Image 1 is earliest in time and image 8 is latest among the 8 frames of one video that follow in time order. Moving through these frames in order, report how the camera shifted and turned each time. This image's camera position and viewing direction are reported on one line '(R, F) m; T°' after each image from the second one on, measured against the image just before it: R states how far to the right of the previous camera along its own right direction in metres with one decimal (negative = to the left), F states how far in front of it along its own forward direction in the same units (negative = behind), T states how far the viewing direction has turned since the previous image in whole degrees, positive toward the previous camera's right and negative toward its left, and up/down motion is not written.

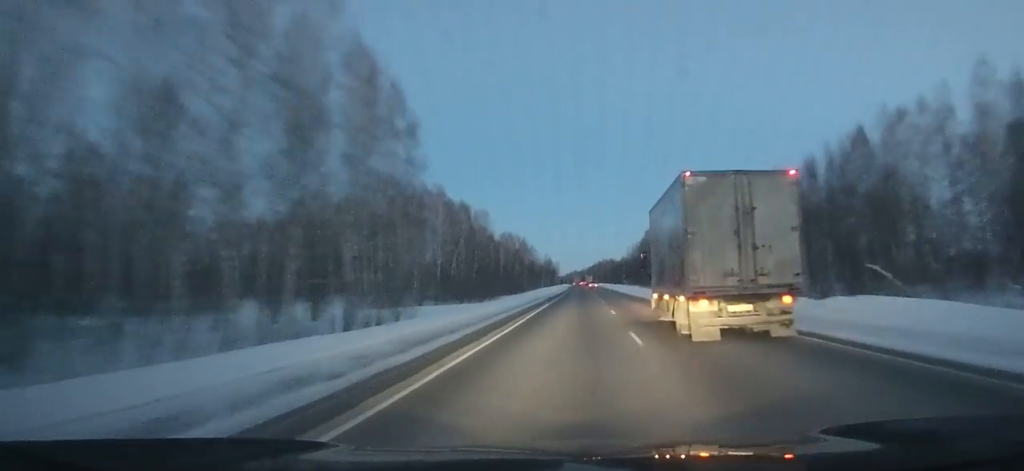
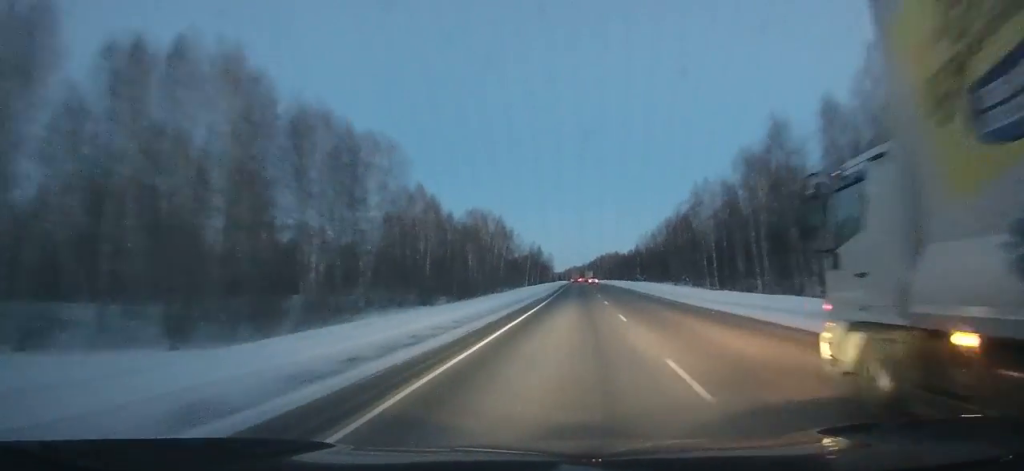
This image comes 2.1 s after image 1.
(-0.4, +65.2) m; 0°
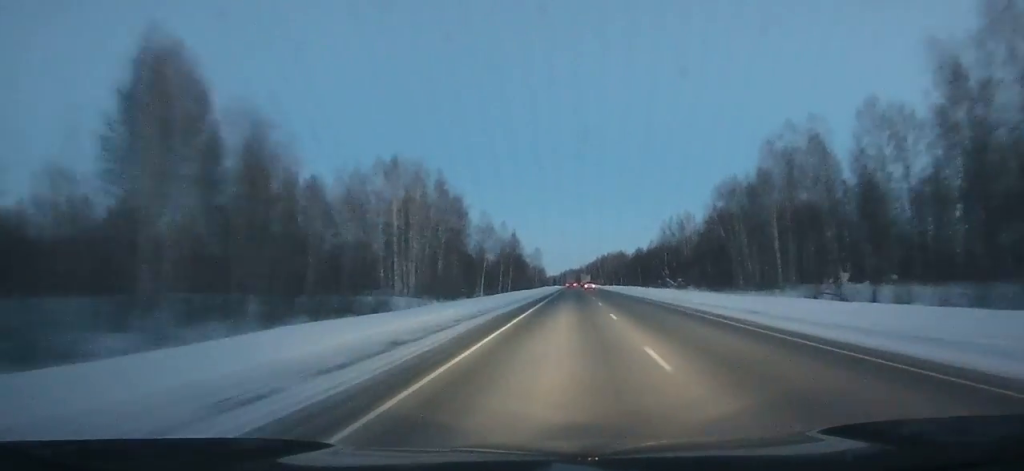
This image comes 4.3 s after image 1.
(-0.2, +68.0) m; 0°
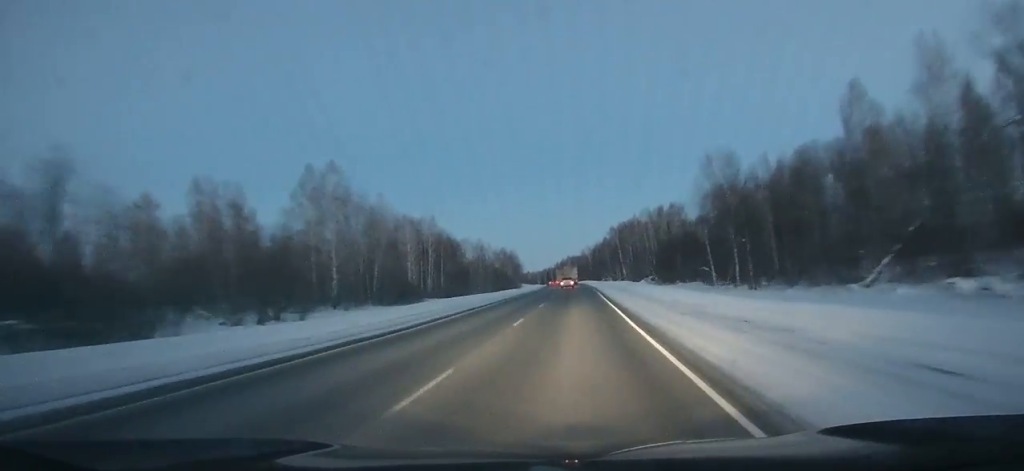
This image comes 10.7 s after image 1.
(-0.4, +186.8) m; -1°
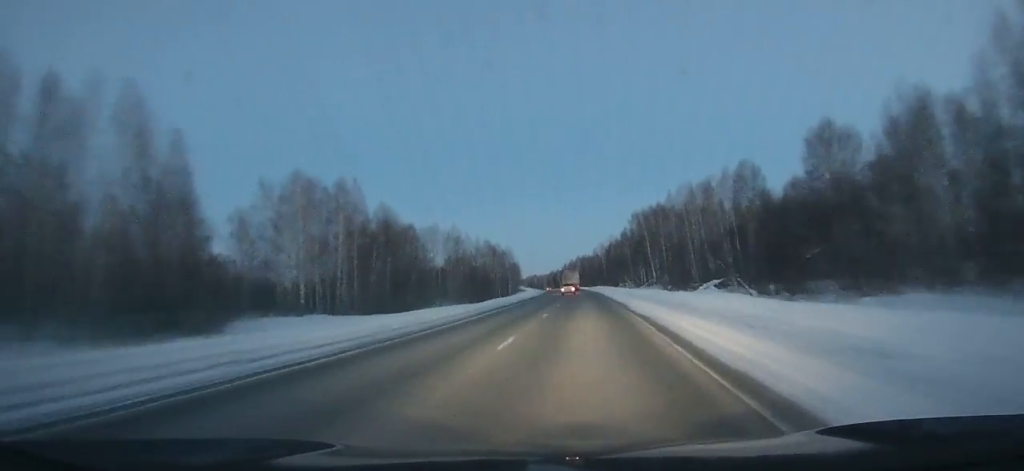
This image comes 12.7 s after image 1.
(-0.6, +55.5) m; -1°
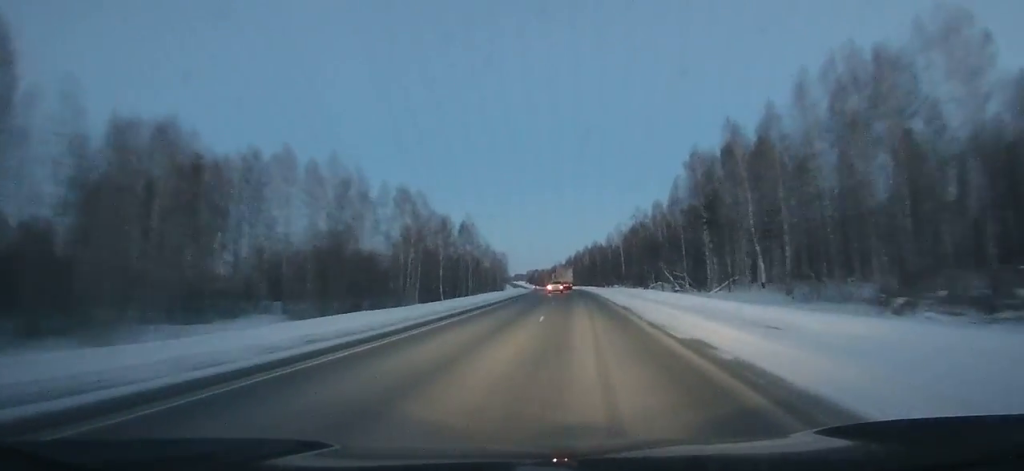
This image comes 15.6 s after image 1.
(-1.2, +79.7) m; -2°
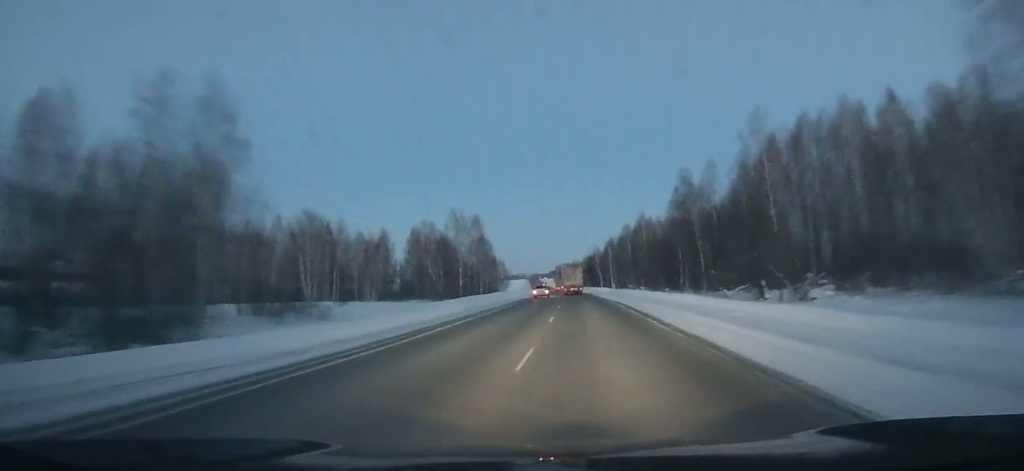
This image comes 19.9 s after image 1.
(-2.7, +118.3) m; -3°
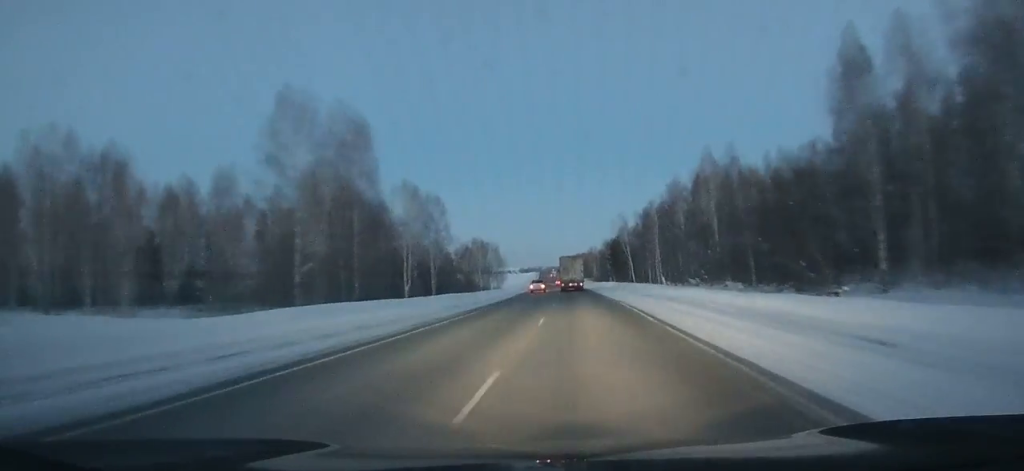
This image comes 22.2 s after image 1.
(-0.4, +63.3) m; -1°
